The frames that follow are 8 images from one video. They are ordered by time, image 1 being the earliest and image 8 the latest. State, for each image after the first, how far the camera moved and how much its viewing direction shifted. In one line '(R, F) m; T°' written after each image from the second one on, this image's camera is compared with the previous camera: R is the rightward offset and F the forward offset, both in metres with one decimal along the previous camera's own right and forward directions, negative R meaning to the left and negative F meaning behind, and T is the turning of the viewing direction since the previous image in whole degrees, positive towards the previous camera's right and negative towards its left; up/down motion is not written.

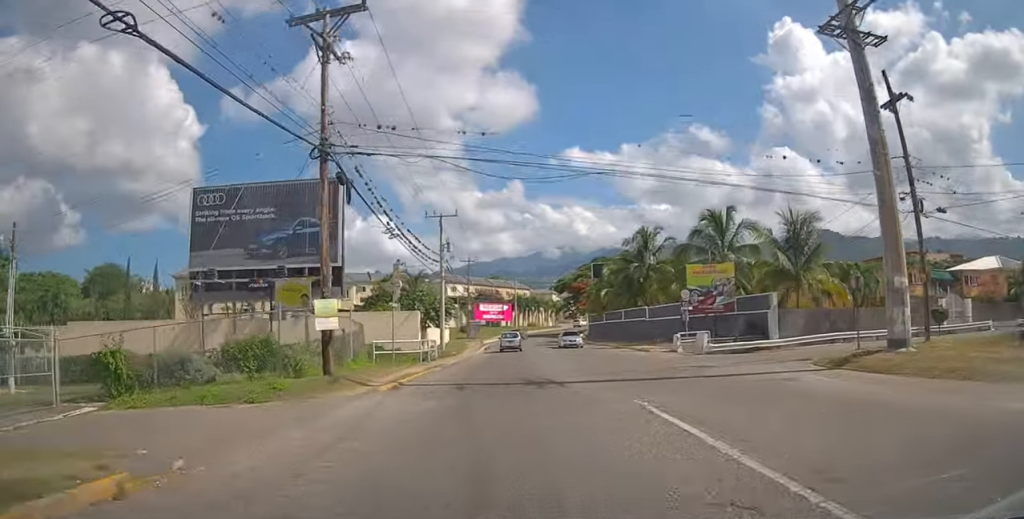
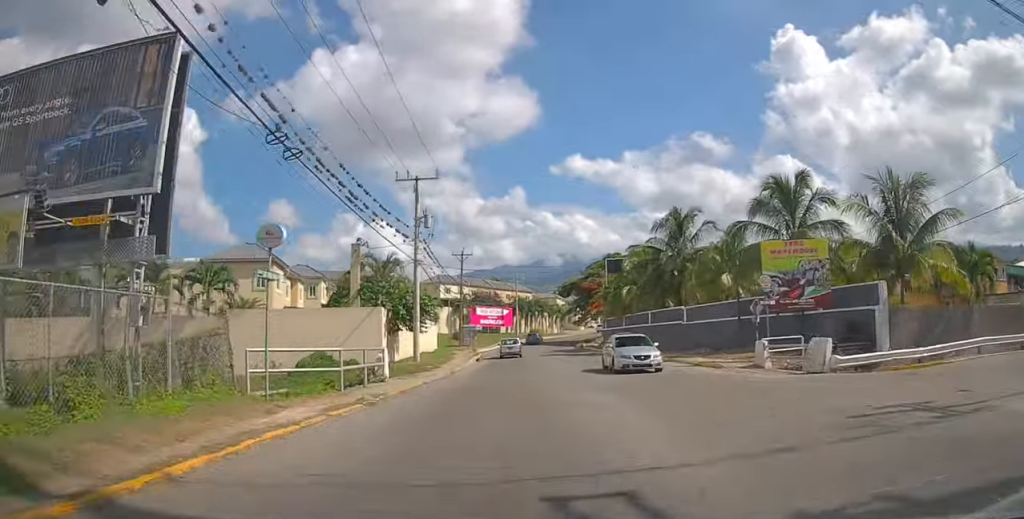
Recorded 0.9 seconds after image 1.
(-0.2, +11.5) m; -1°
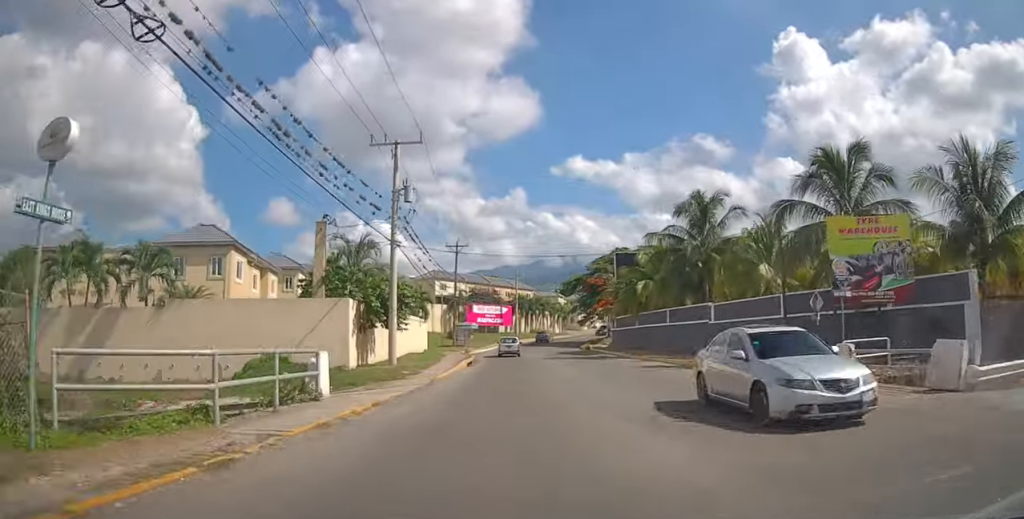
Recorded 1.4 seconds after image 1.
(0.0, +6.0) m; +1°
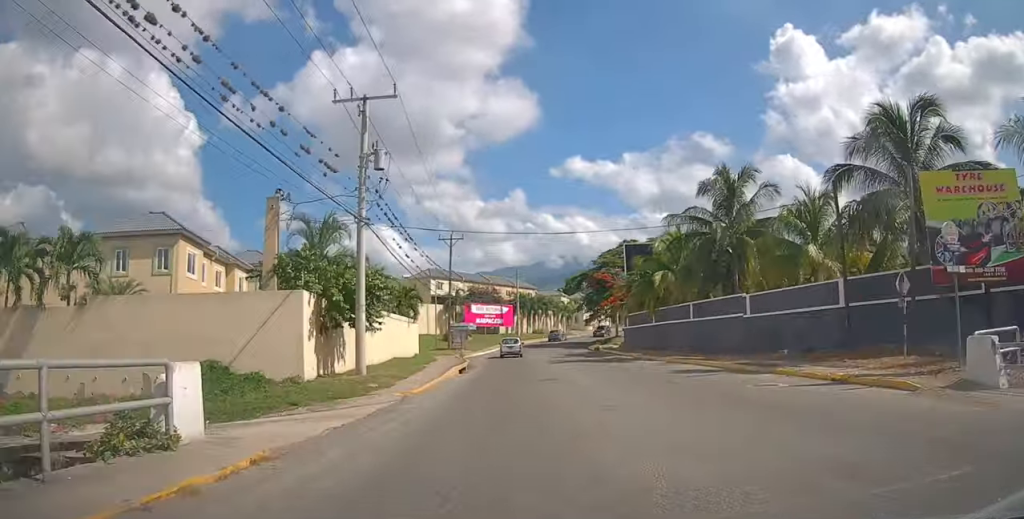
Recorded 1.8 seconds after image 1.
(-0.1, +5.5) m; +1°
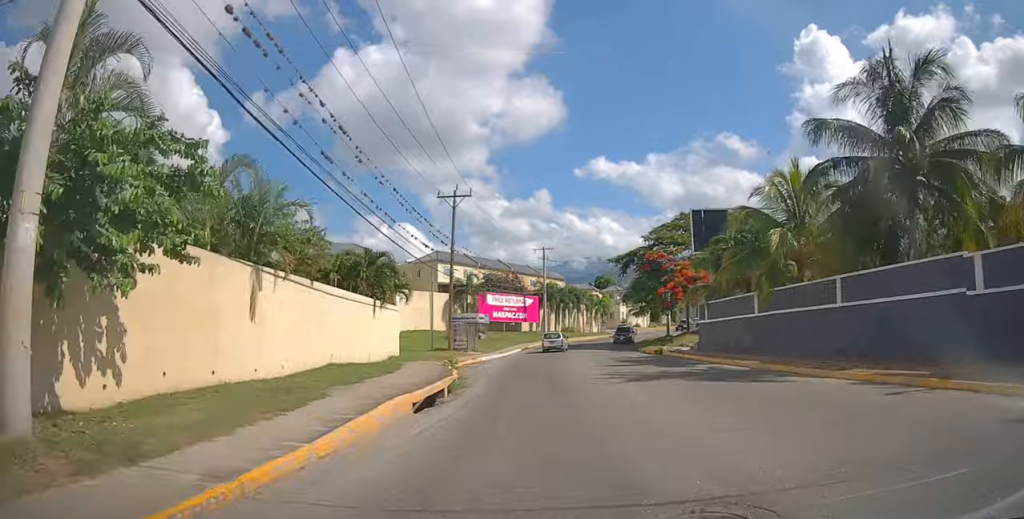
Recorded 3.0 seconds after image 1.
(+0.3, +15.5) m; -1°
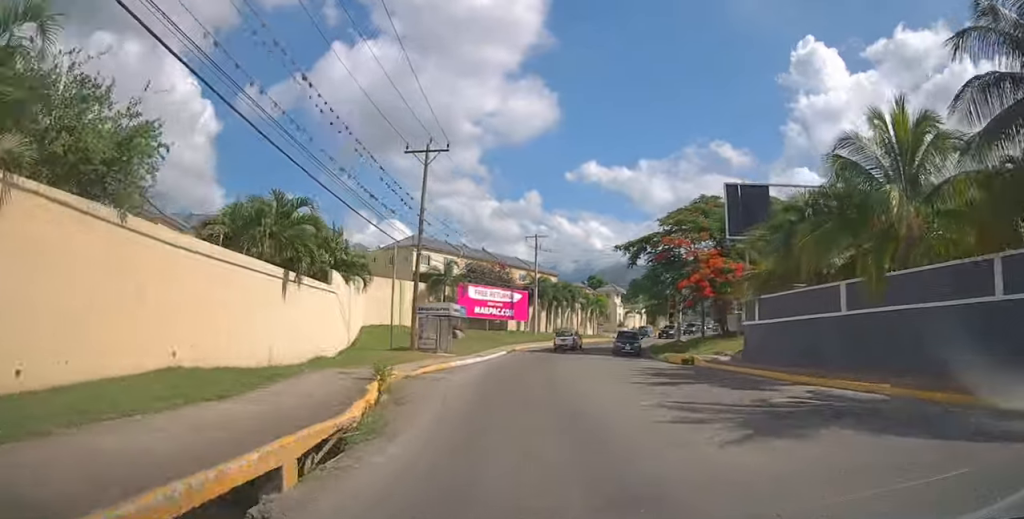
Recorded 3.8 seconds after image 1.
(-0.6, +9.0) m; 0°
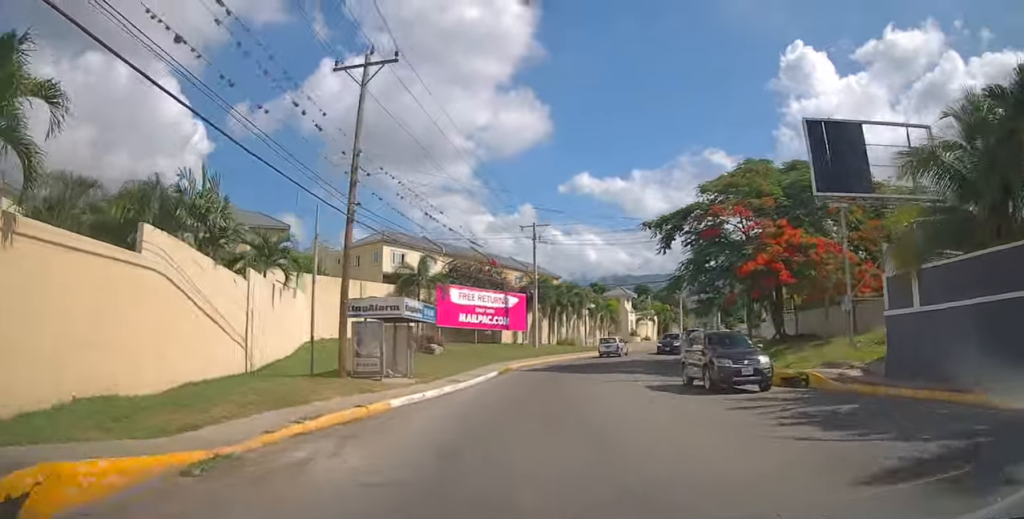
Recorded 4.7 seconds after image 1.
(+0.6, +11.2) m; +2°
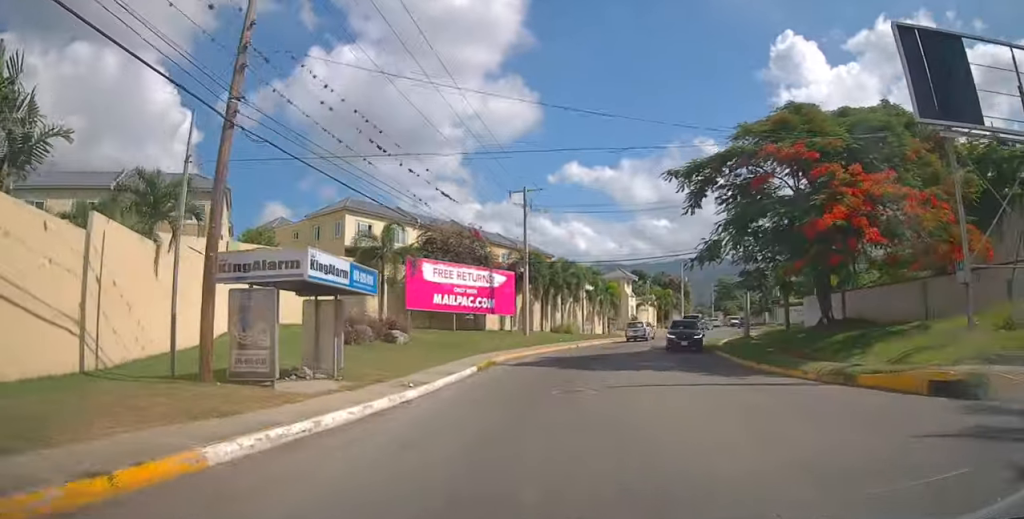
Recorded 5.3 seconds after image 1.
(0.0, +7.5) m; +1°
